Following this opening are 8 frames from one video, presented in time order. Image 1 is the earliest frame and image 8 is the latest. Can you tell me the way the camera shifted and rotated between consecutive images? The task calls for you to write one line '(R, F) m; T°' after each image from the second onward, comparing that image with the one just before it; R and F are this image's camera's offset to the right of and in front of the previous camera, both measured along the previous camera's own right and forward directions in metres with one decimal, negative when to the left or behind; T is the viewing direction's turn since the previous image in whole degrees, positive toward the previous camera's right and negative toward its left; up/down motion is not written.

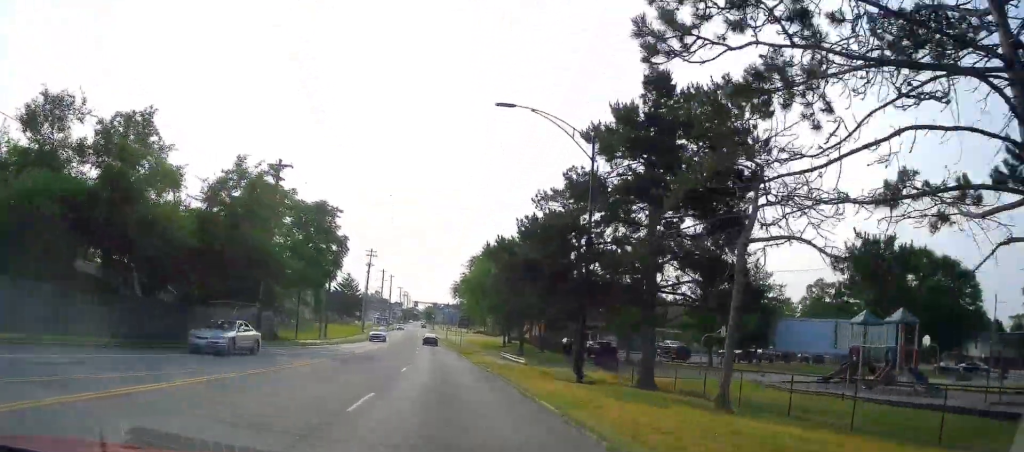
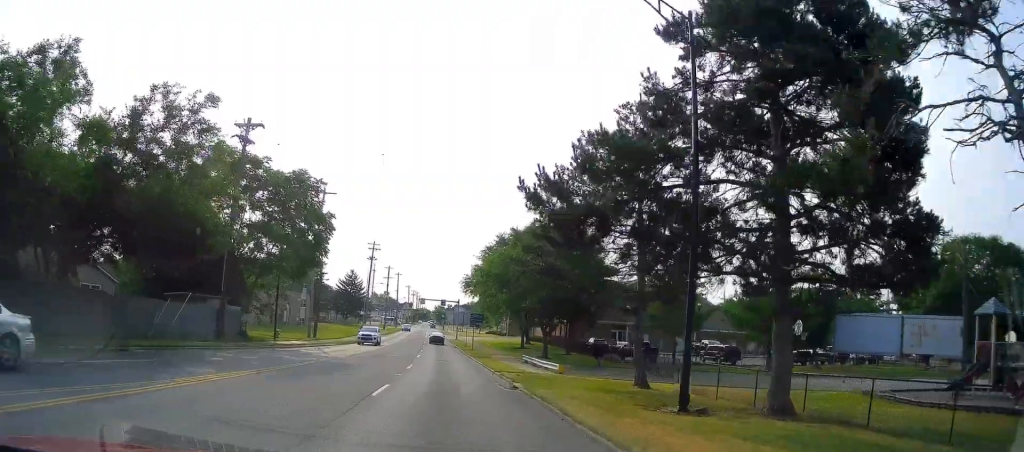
(-0.2, +9.3) m; -1°
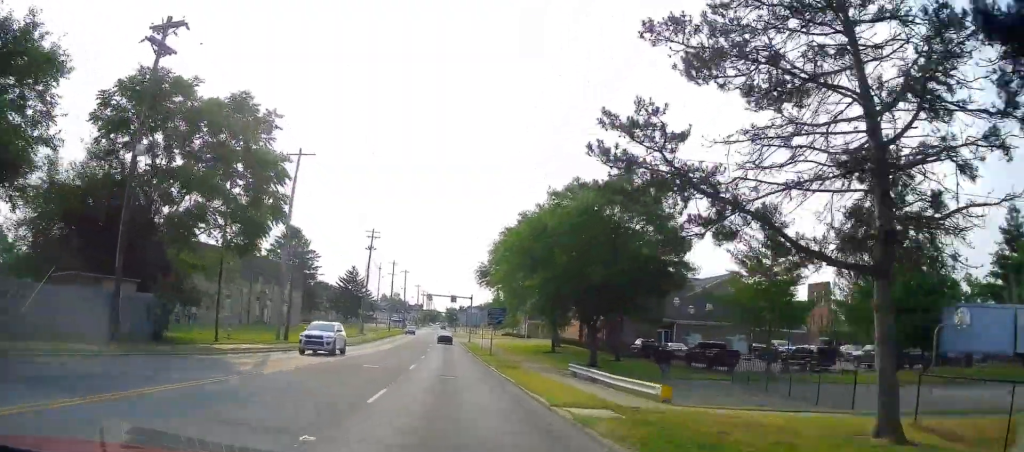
(0.0, +13.4) m; -2°
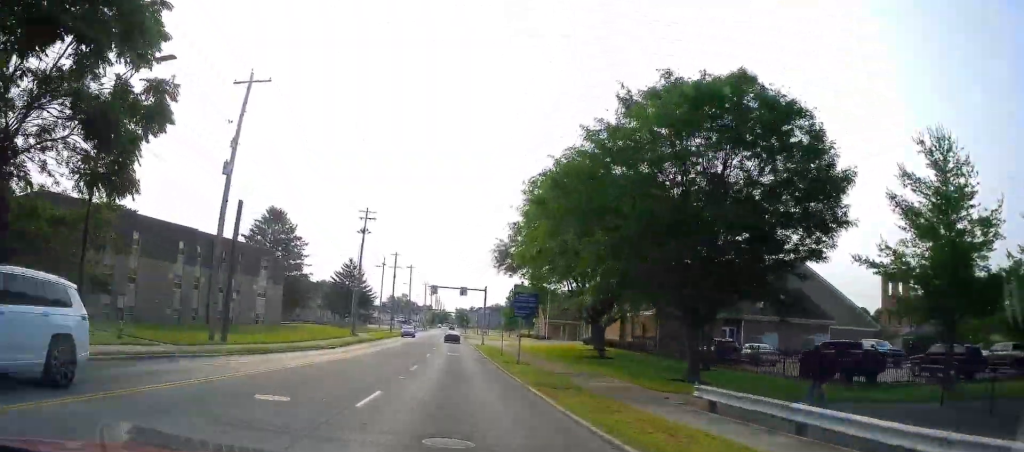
(-0.4, +14.0) m; -2°
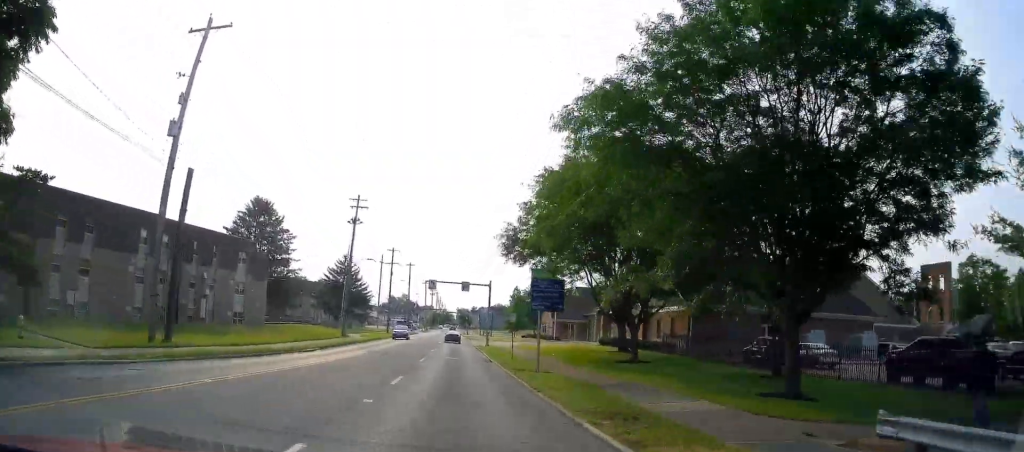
(0.0, +6.7) m; 0°
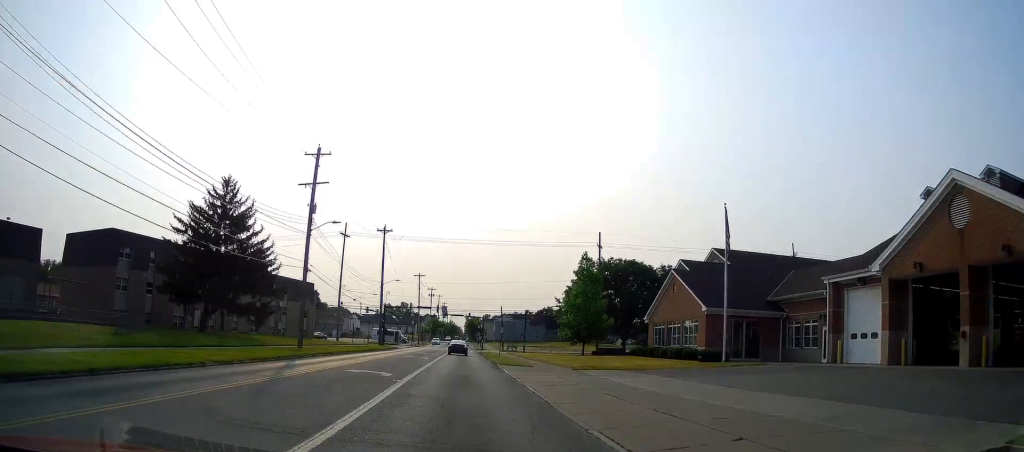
(0.0, +58.5) m; 0°
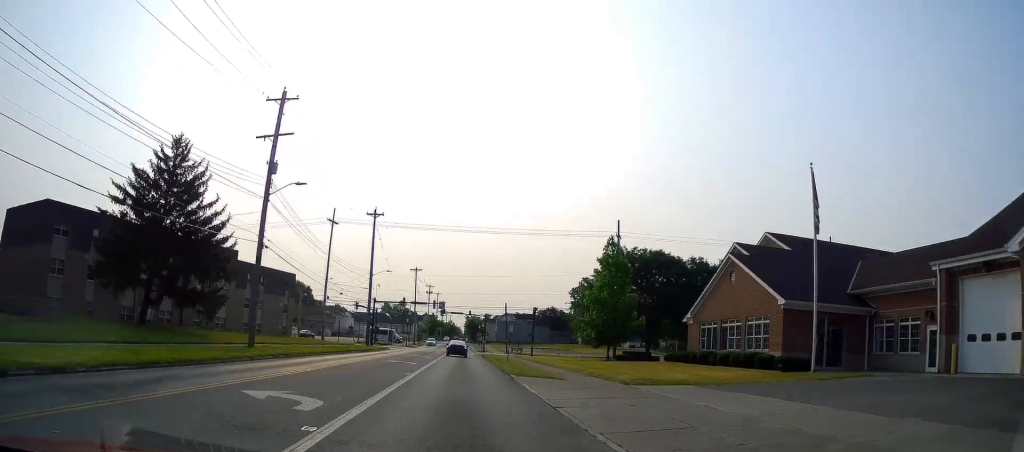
(0.0, +9.8) m; 0°
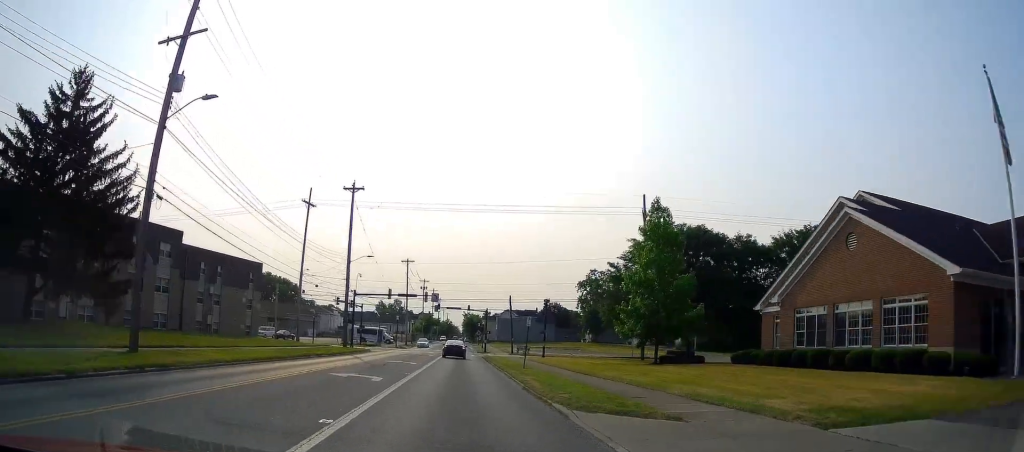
(0.0, +12.0) m; 0°
